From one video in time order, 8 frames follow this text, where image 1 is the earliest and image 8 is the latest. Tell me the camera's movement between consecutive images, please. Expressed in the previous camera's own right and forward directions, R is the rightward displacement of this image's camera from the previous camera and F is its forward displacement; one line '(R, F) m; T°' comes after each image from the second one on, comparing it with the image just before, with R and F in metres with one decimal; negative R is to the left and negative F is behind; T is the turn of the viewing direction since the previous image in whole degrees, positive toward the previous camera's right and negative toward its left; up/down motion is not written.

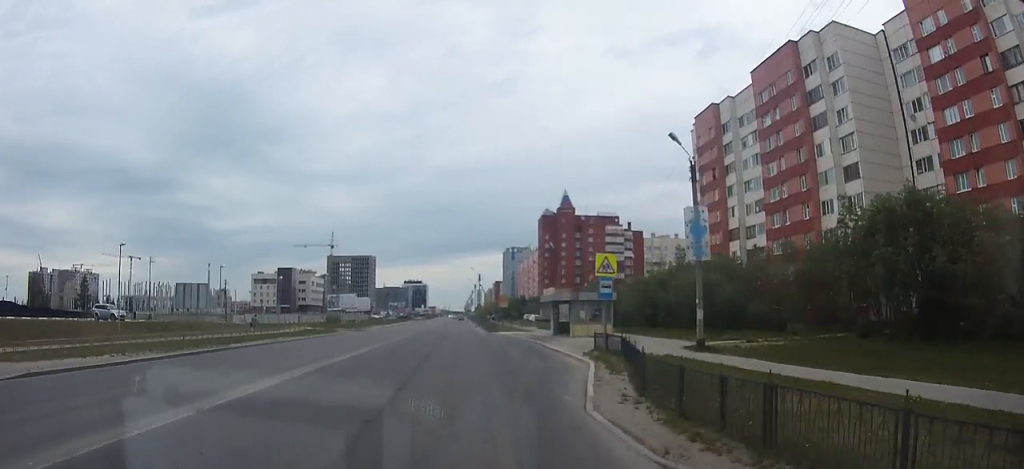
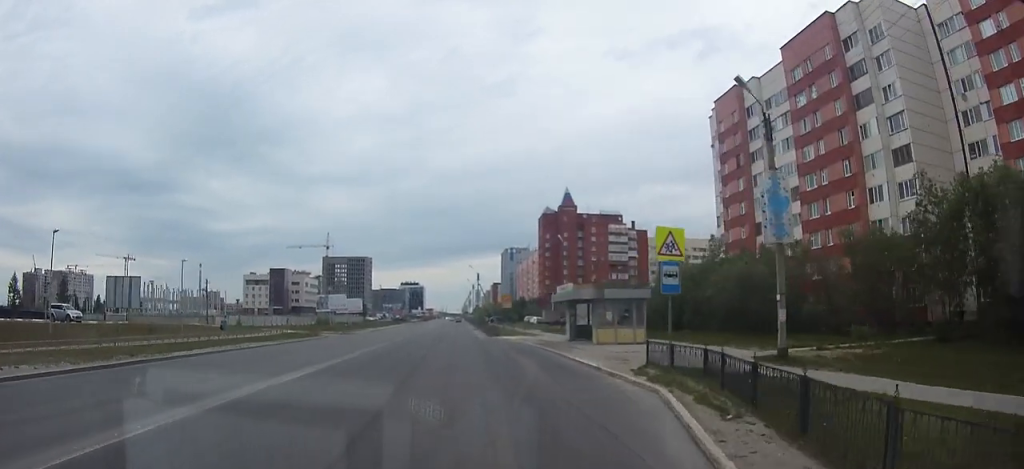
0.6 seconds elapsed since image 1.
(0.0, +8.1) m; 0°
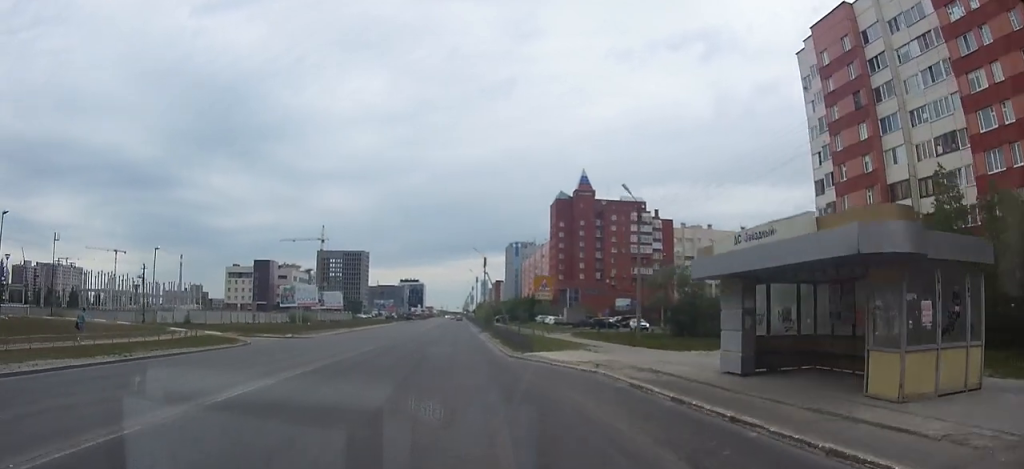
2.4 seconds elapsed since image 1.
(+0.1, +24.4) m; +1°
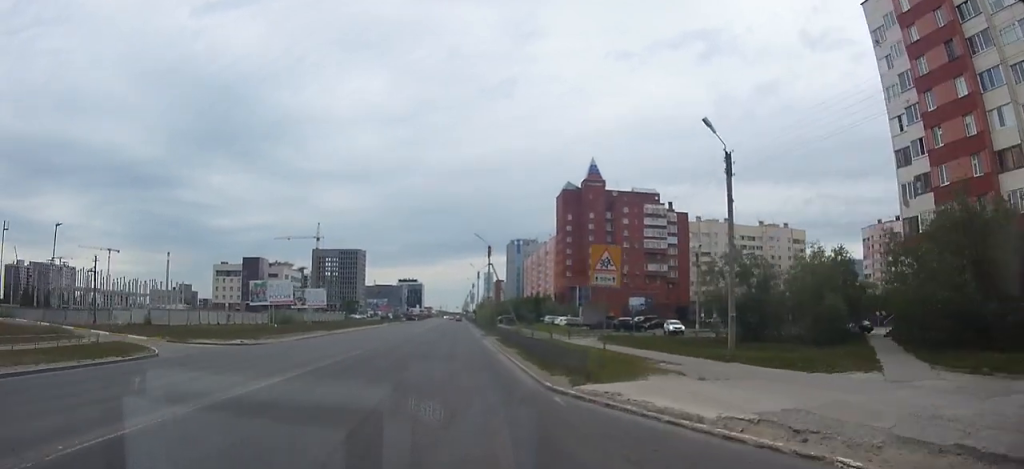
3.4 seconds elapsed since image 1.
(0.0, +13.4) m; 0°
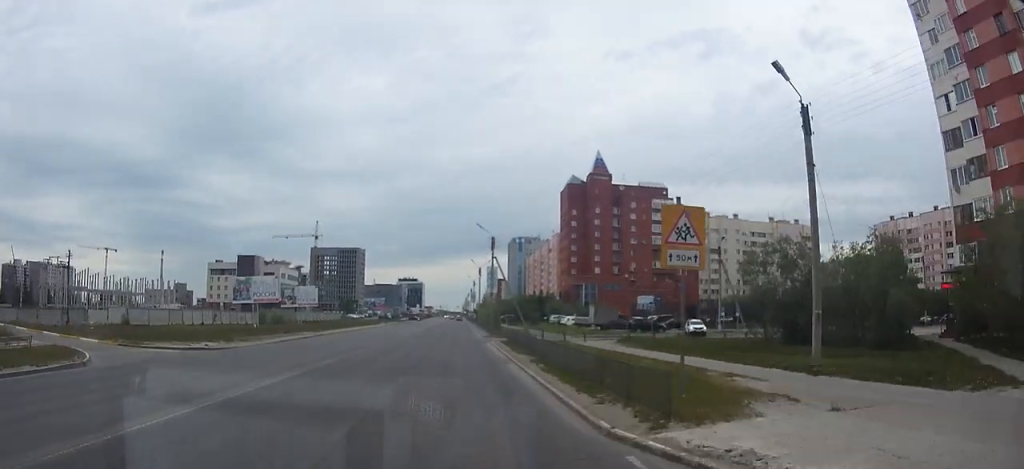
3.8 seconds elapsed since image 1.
(0.0, +6.4) m; 0°
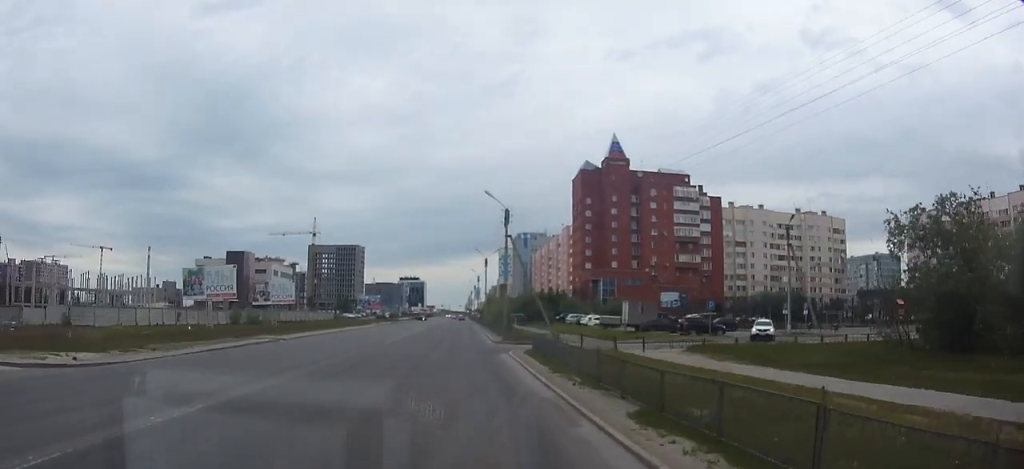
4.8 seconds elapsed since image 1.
(-0.1, +14.7) m; 0°
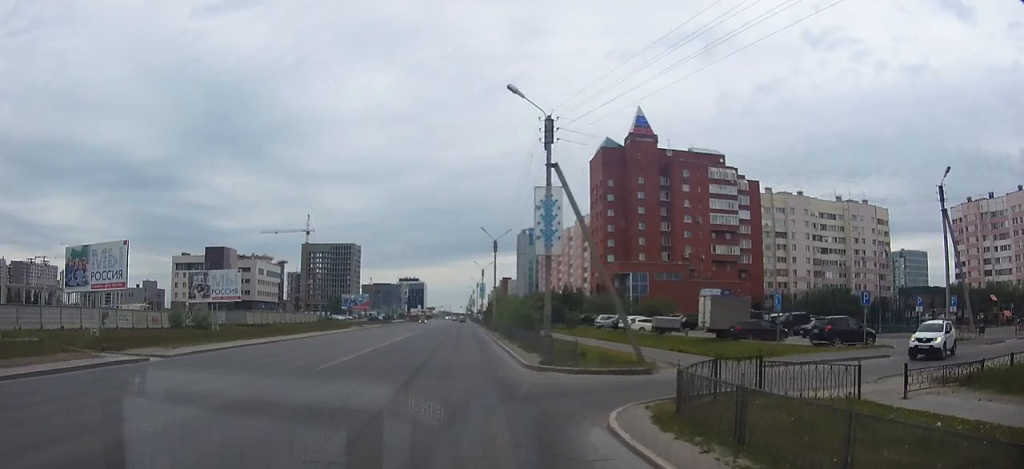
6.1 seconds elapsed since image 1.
(+0.1, +20.7) m; +1°
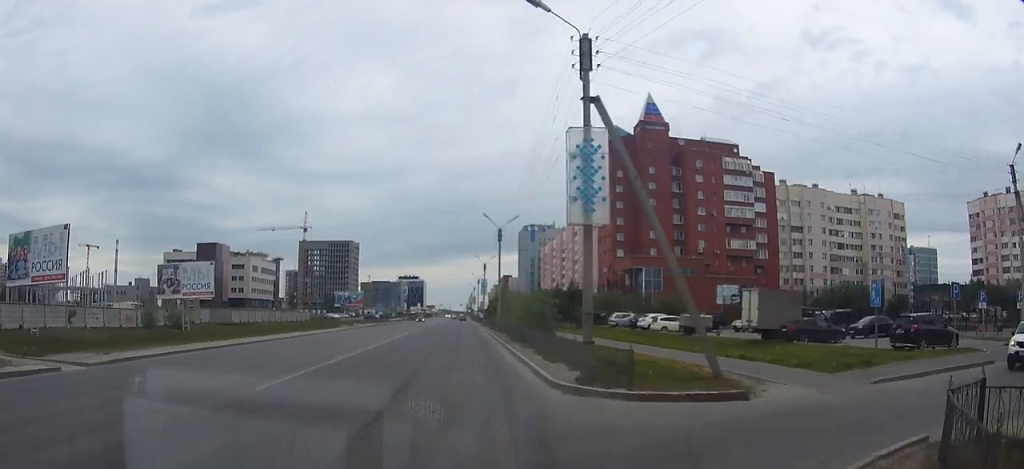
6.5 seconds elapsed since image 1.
(0.0, +7.0) m; 0°
